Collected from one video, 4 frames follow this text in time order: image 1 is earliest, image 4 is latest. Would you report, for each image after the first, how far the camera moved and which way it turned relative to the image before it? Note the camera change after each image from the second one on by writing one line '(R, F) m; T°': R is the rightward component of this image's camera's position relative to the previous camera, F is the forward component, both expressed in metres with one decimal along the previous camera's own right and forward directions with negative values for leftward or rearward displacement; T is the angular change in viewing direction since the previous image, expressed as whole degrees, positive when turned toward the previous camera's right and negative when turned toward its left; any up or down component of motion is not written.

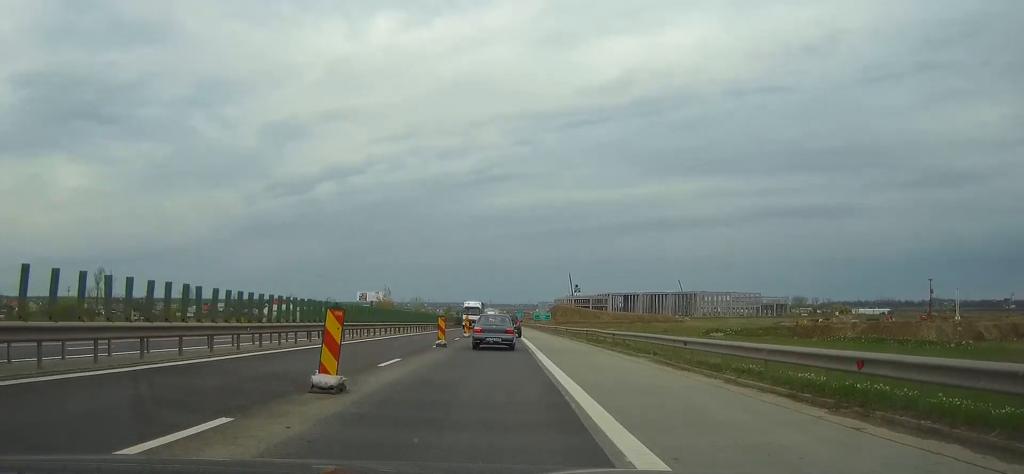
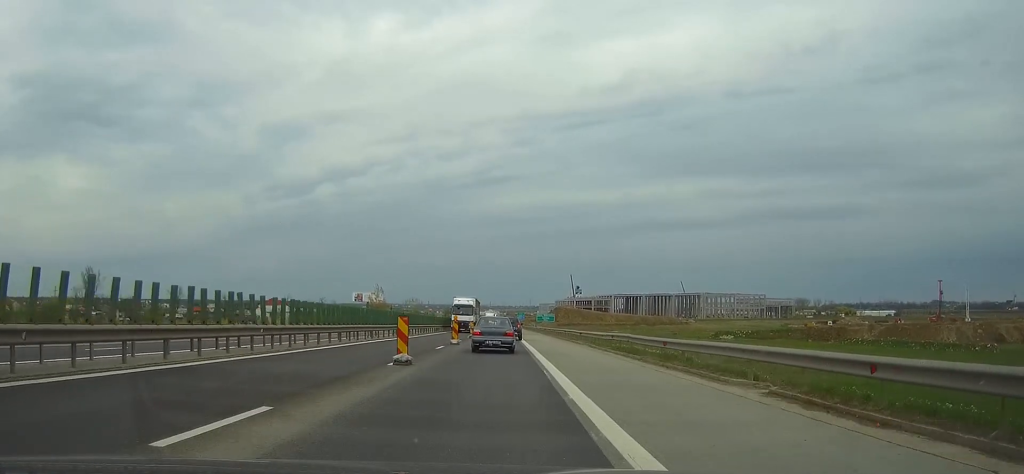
(0.0, +10.9) m; 0°
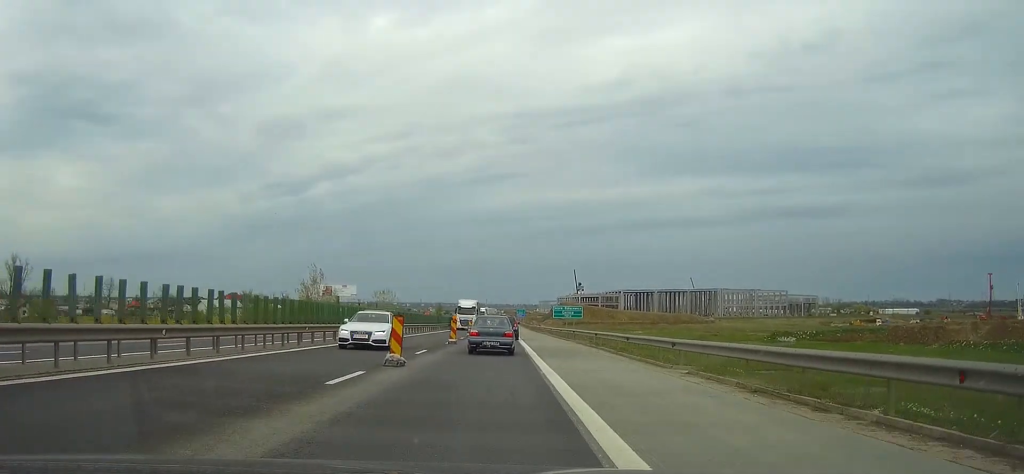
(-0.1, +54.5) m; 0°
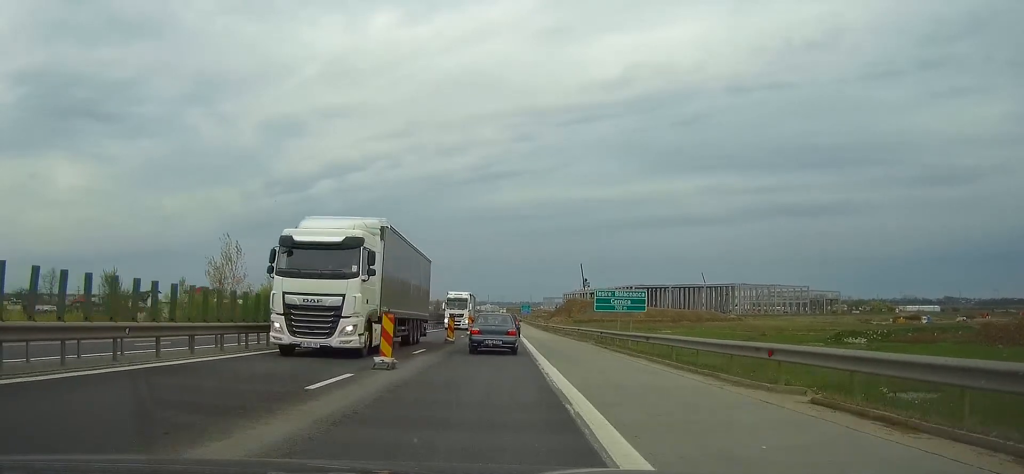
(+0.1, +37.9) m; +1°
